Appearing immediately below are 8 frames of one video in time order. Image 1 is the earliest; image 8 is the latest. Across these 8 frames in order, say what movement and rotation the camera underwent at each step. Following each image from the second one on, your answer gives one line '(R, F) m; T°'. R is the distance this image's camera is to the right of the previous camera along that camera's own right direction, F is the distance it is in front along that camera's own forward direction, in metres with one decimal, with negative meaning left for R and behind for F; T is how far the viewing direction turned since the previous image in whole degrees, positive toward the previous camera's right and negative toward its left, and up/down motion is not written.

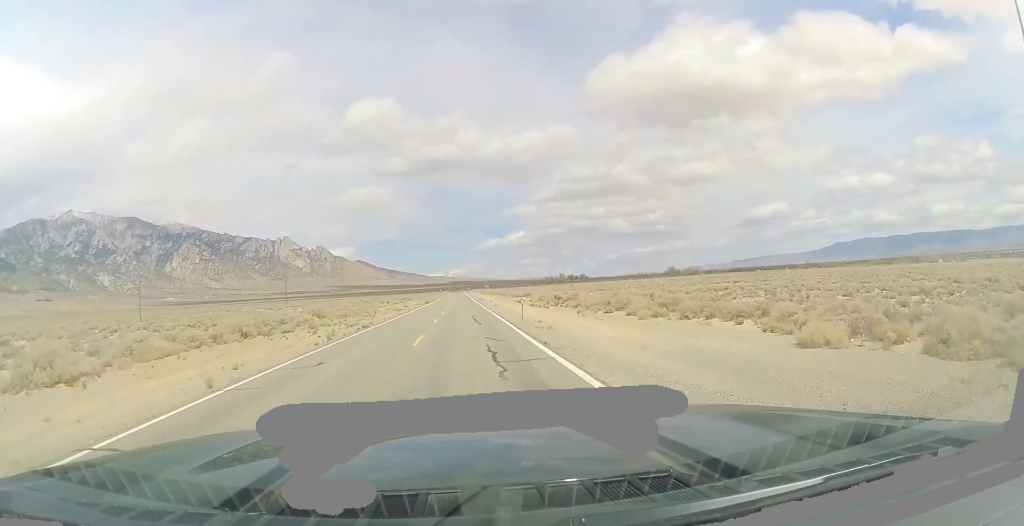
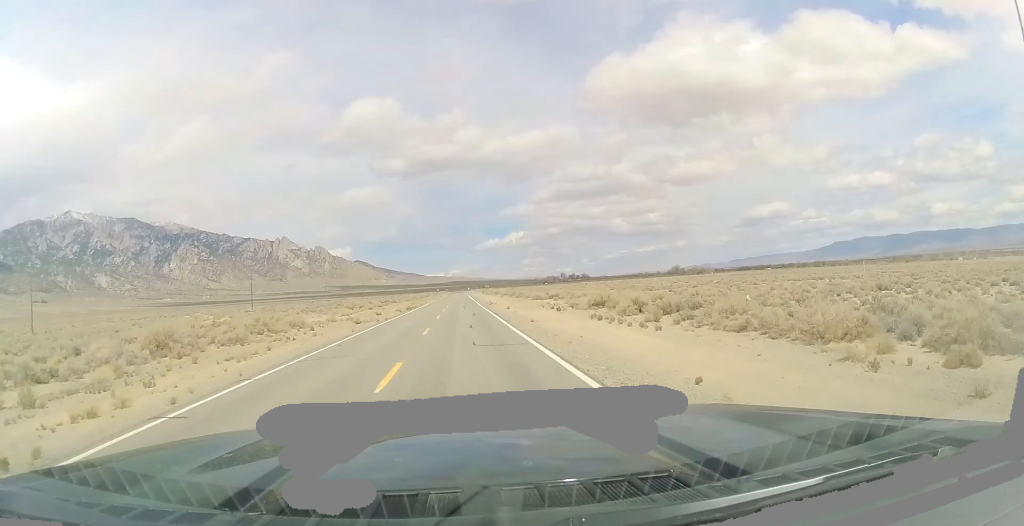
(+0.1, +31.6) m; 0°
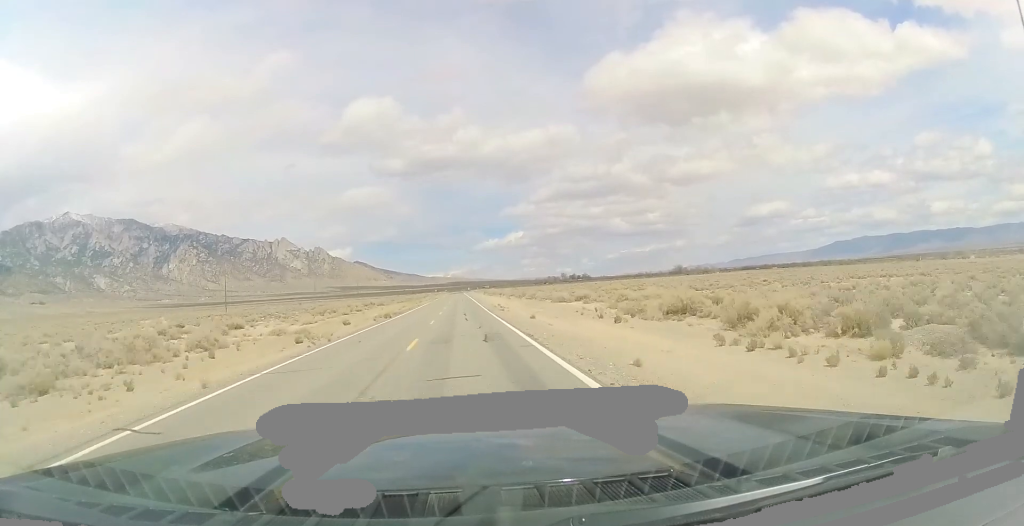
(0.0, +18.2) m; 0°
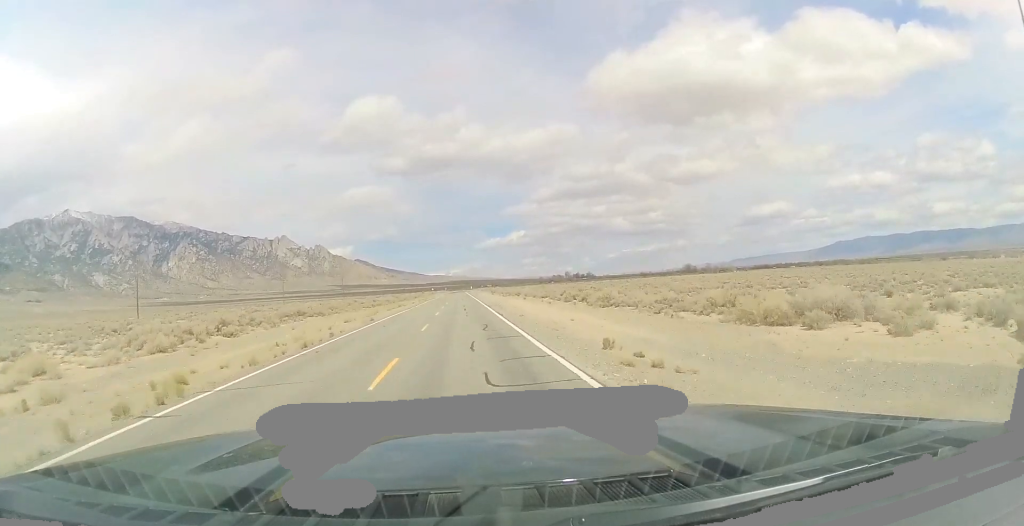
(0.0, +42.4) m; 0°
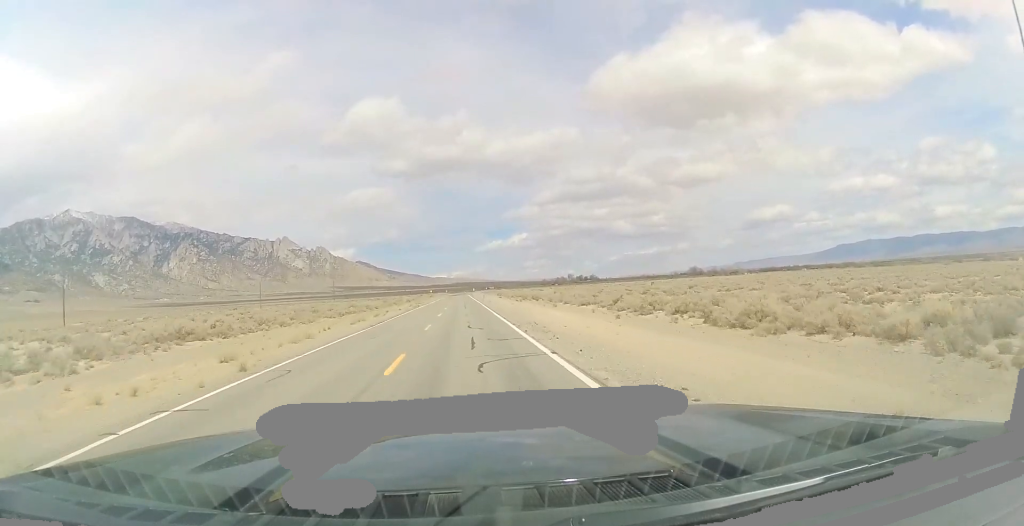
(0.0, +22.9) m; 0°
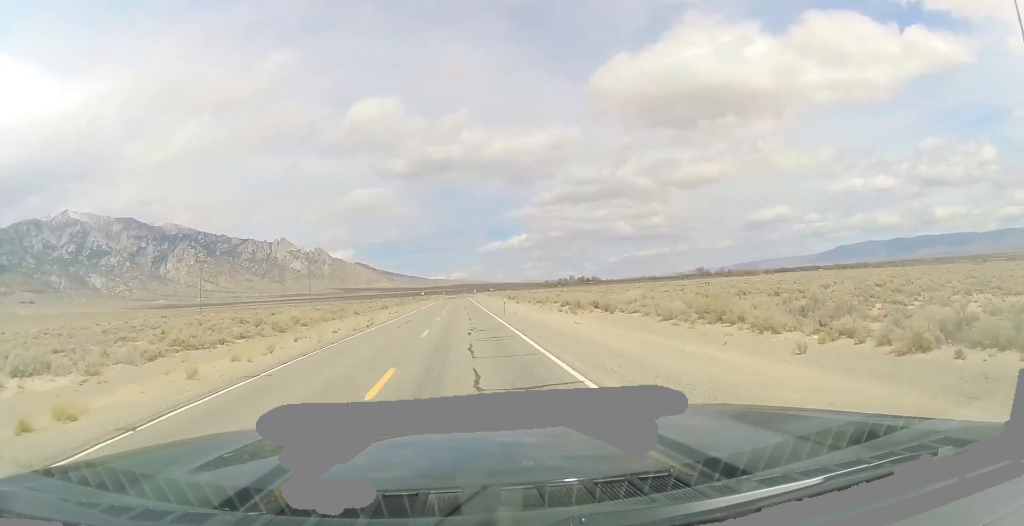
(+0.2, +38.6) m; 0°
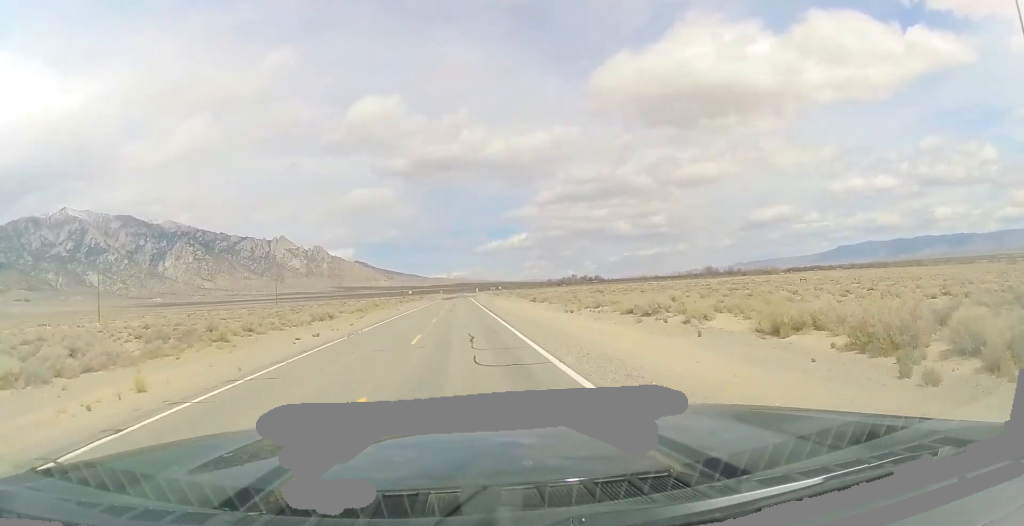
(-0.1, +39.8) m; +1°
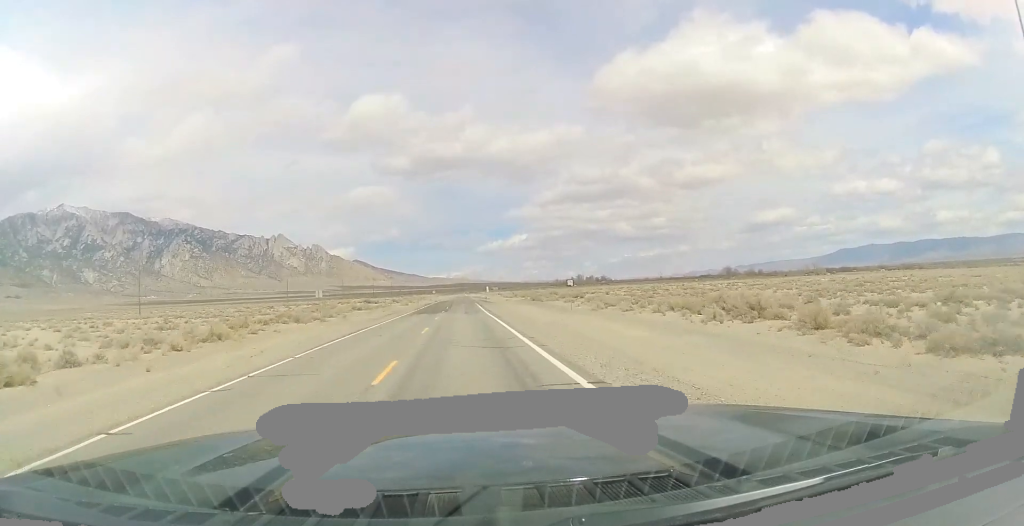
(0.0, +80.7) m; -1°
